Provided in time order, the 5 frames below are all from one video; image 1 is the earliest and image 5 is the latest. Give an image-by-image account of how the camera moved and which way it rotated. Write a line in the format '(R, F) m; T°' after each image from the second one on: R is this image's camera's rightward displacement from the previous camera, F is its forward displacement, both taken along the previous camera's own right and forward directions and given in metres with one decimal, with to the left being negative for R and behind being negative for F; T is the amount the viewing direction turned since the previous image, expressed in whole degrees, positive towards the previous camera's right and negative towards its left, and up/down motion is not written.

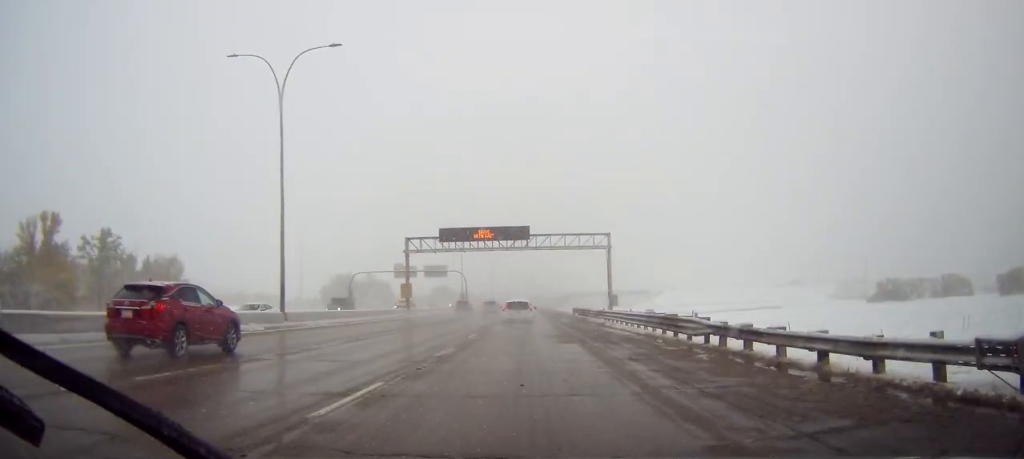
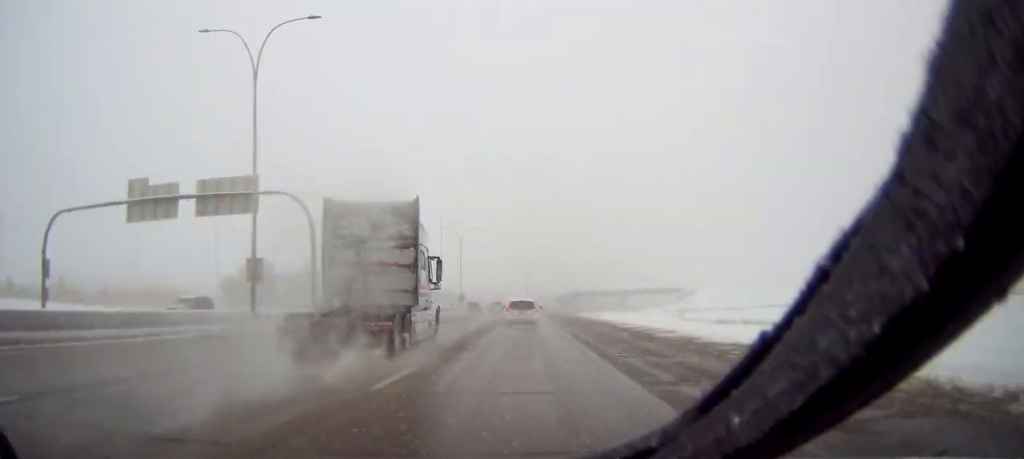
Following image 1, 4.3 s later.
(-0.7, +94.2) m; 0°
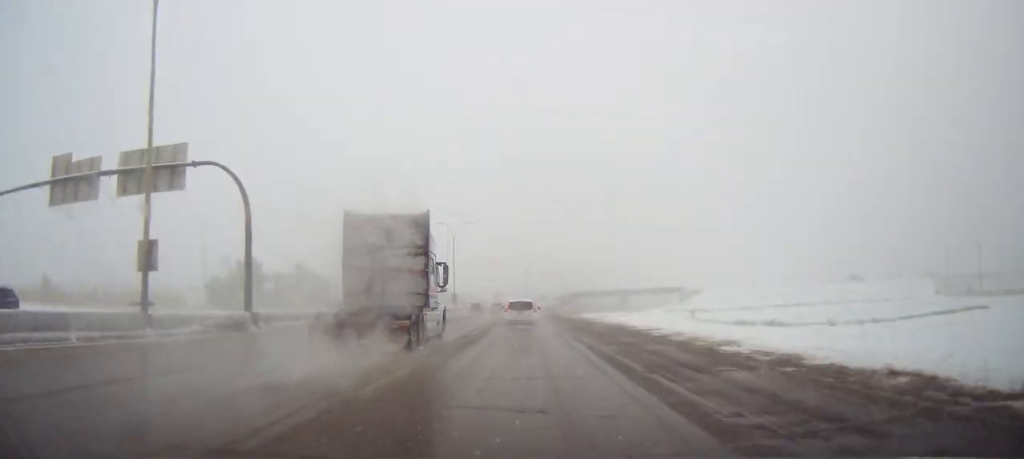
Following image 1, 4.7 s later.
(-0.1, +9.4) m; 0°
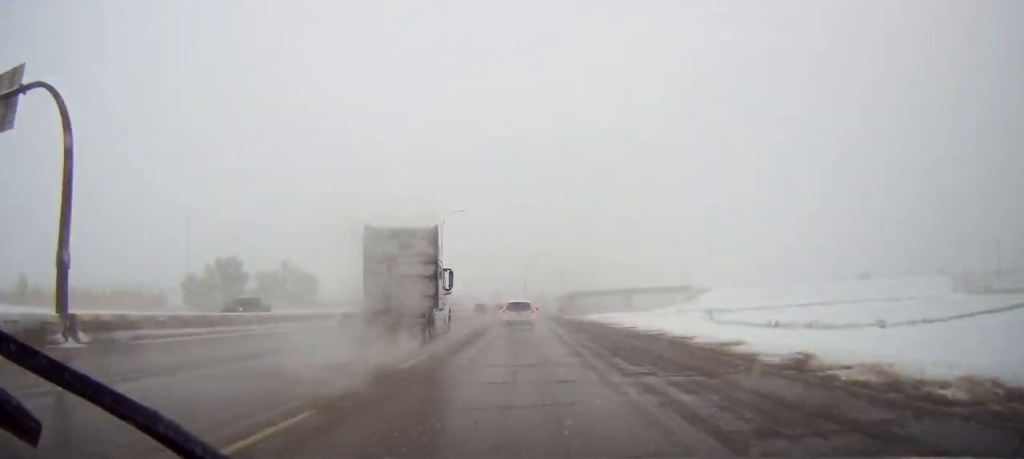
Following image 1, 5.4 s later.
(+0.2, +13.6) m; +1°
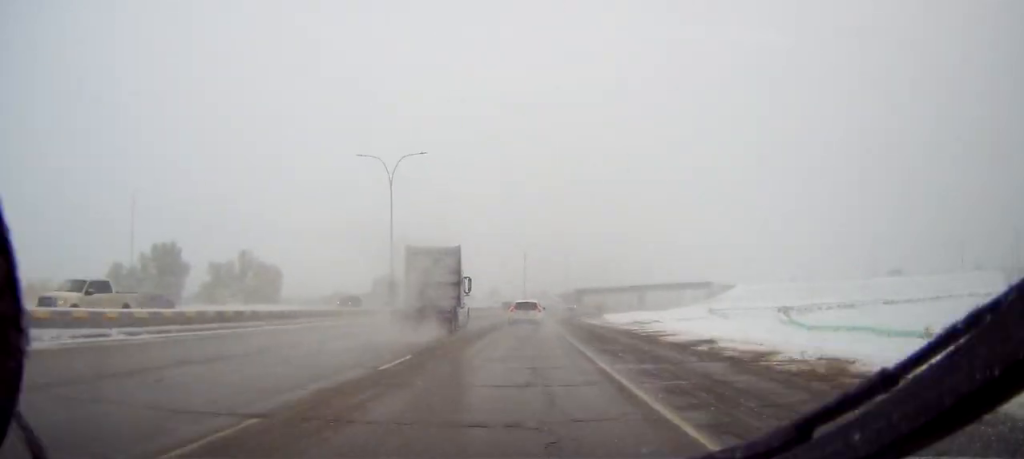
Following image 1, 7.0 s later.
(+0.4, +35.9) m; +1°
